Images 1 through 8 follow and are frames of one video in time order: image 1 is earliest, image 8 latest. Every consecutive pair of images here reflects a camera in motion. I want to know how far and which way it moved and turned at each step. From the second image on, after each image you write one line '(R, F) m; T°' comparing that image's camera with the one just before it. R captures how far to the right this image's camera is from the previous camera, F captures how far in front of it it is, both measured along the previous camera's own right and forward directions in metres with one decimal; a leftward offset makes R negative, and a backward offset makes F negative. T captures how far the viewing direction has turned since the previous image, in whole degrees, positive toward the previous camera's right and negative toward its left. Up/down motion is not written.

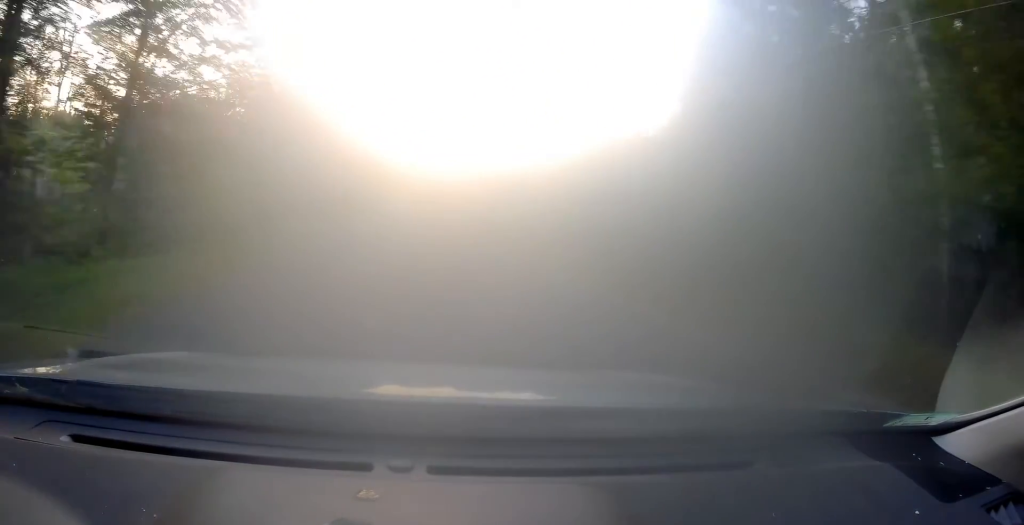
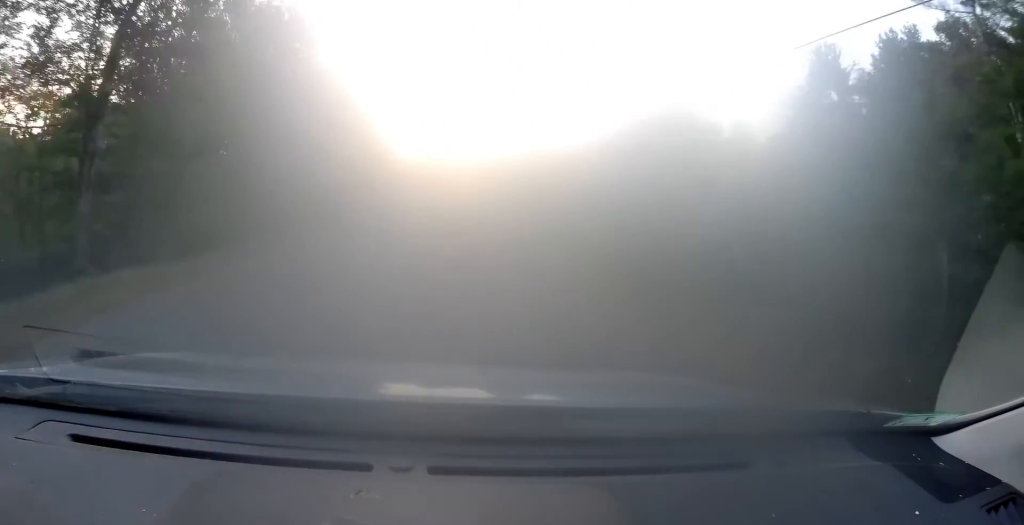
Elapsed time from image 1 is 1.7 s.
(-1.8, +35.0) m; -4°
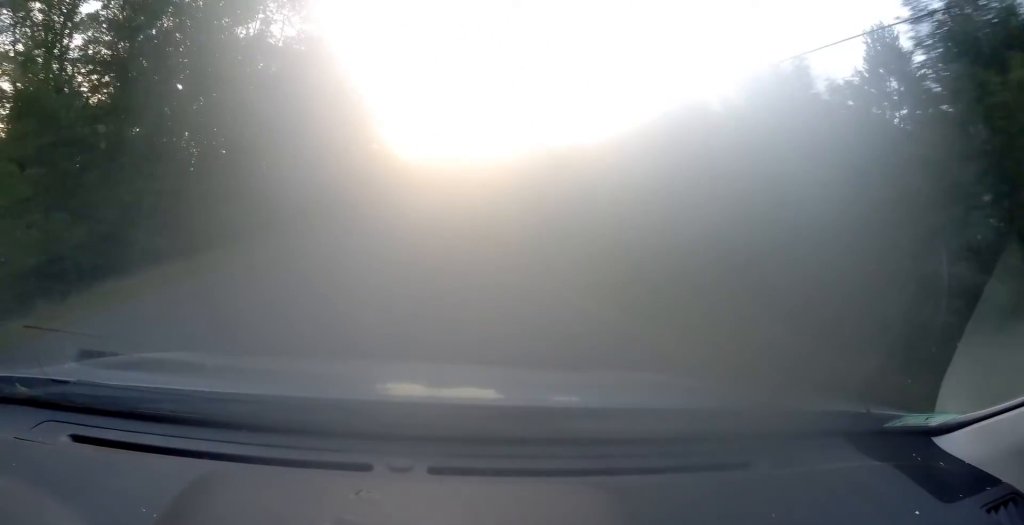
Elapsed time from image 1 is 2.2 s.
(+0.2, +11.0) m; +1°
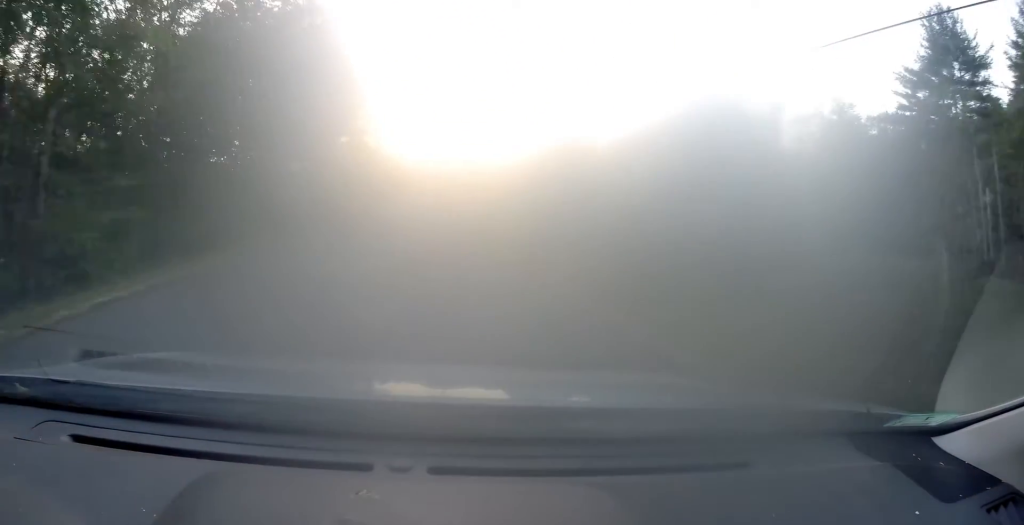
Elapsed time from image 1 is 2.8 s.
(0.0, +11.0) m; +1°
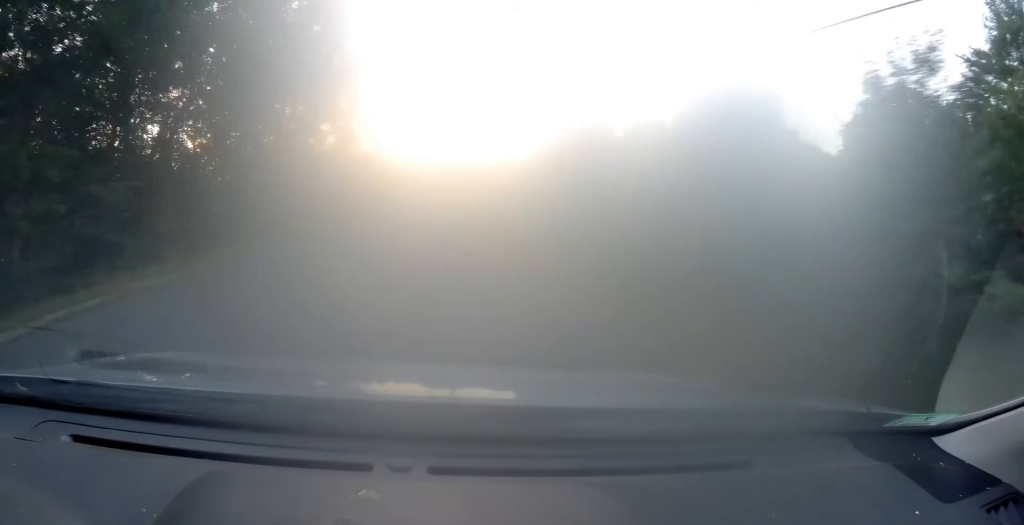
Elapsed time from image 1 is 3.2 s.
(+0.1, +9.6) m; 0°
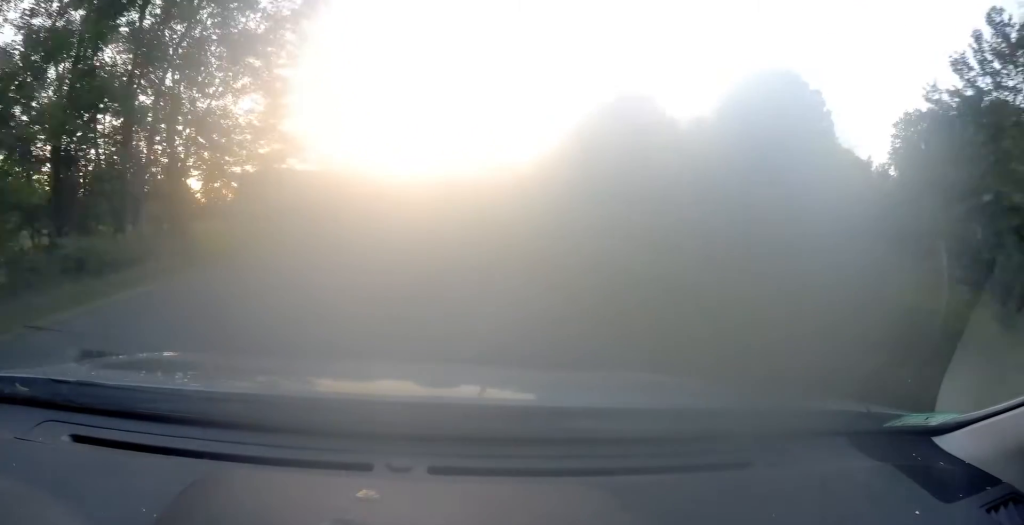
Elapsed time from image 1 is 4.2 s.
(+0.2, +20.5) m; +2°
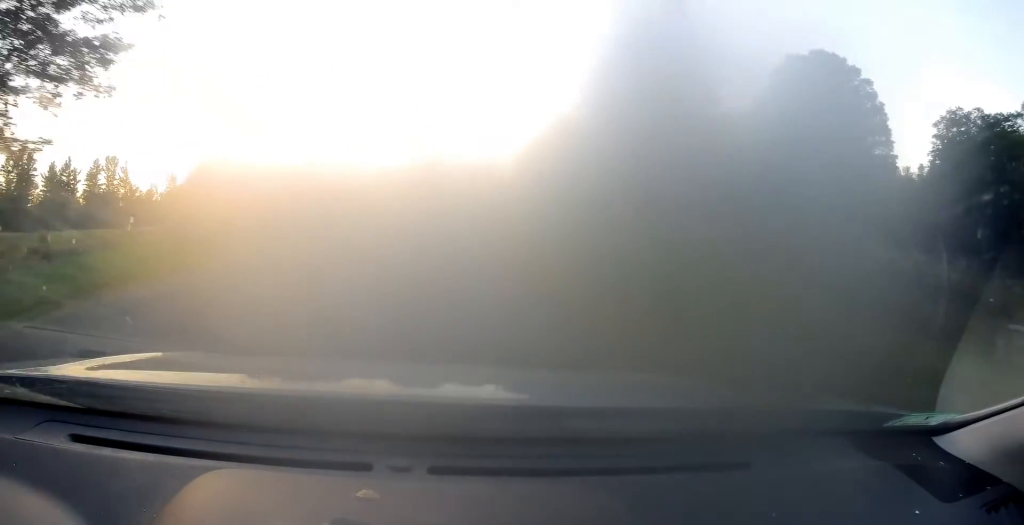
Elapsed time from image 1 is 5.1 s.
(+0.4, +18.3) m; +2°
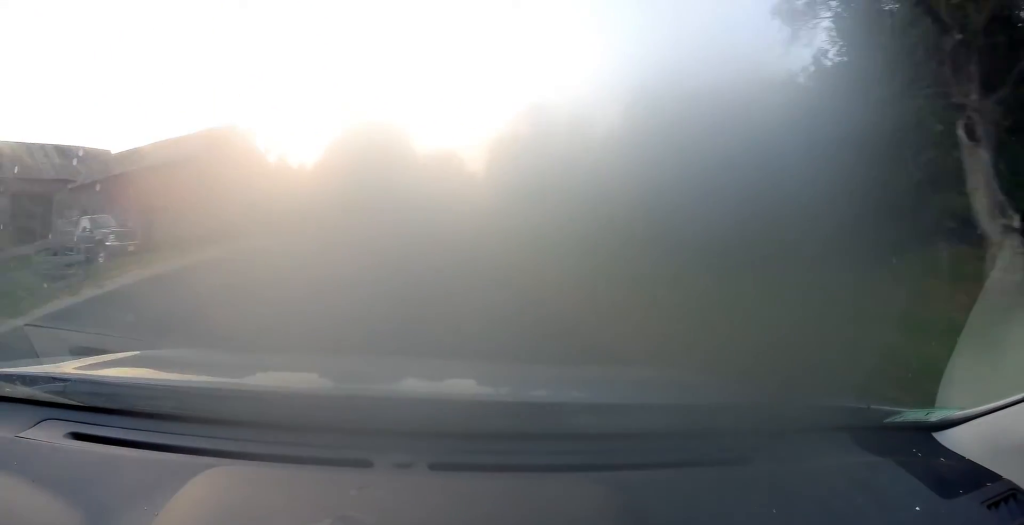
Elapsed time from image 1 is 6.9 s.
(+1.1, +35.3) m; +5°
